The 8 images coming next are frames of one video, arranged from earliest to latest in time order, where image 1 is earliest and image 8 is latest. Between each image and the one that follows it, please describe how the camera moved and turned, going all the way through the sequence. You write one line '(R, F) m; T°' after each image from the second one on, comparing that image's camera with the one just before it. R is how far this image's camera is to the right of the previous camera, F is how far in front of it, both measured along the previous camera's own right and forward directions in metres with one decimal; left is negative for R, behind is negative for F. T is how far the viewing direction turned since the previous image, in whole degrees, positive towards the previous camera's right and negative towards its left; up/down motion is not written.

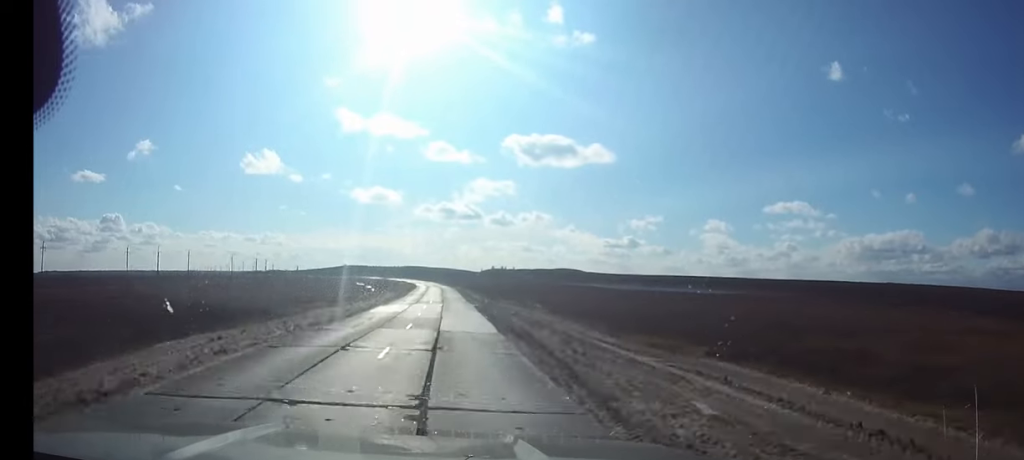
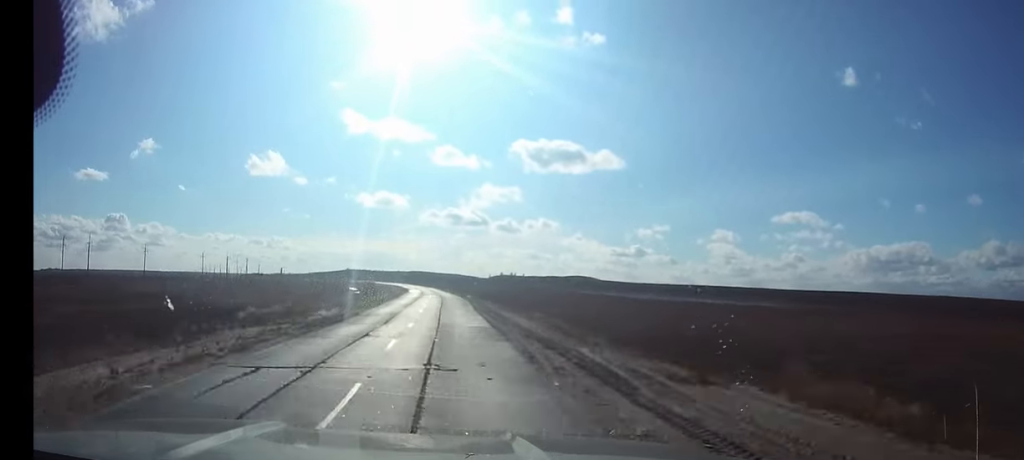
(-0.4, +38.6) m; -1°
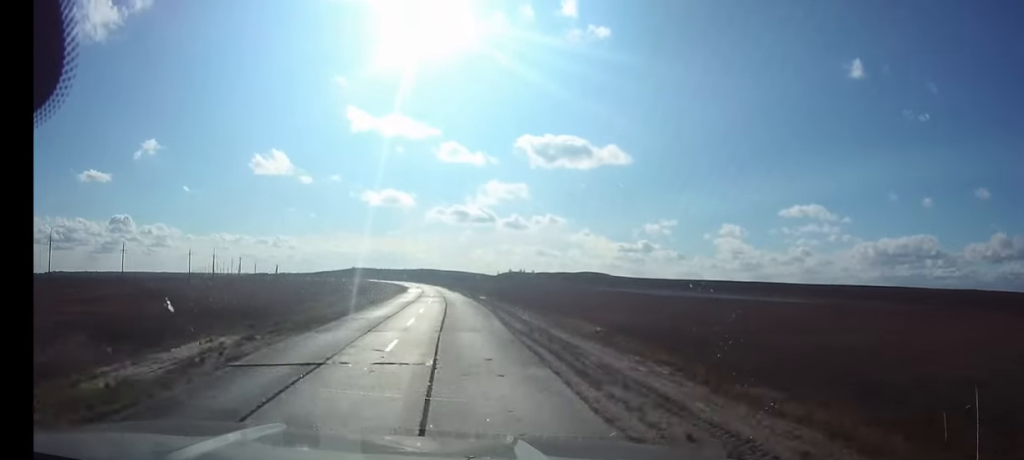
(0.0, +18.3) m; 0°
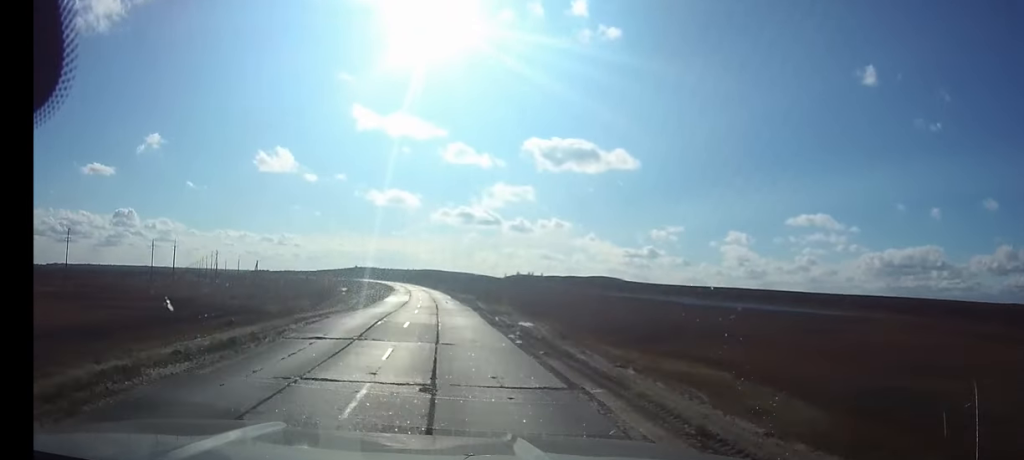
(-0.3, +33.5) m; -1°
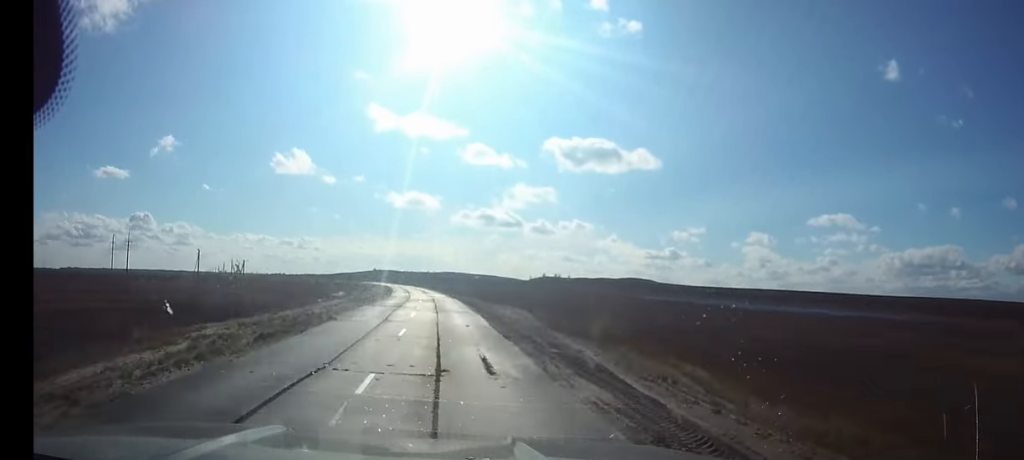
(-0.6, +36.0) m; -2°
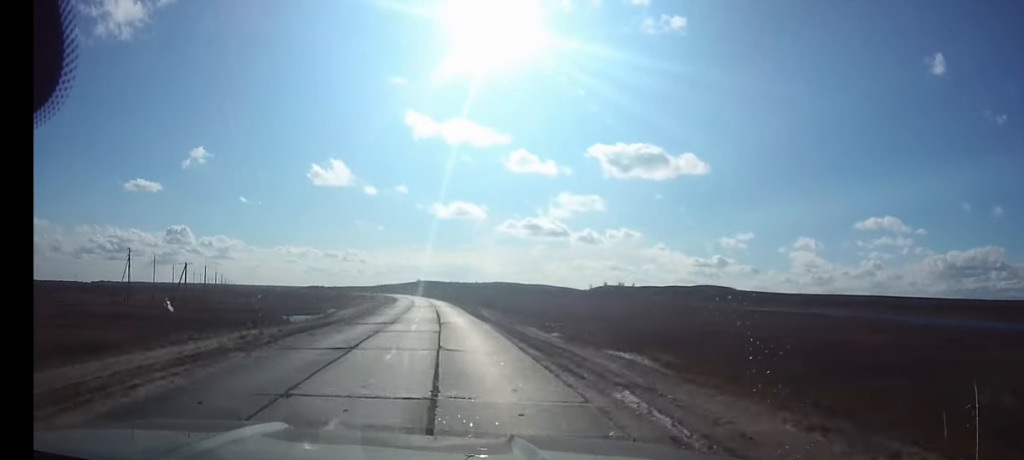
(-2.9, +68.5) m; -5°
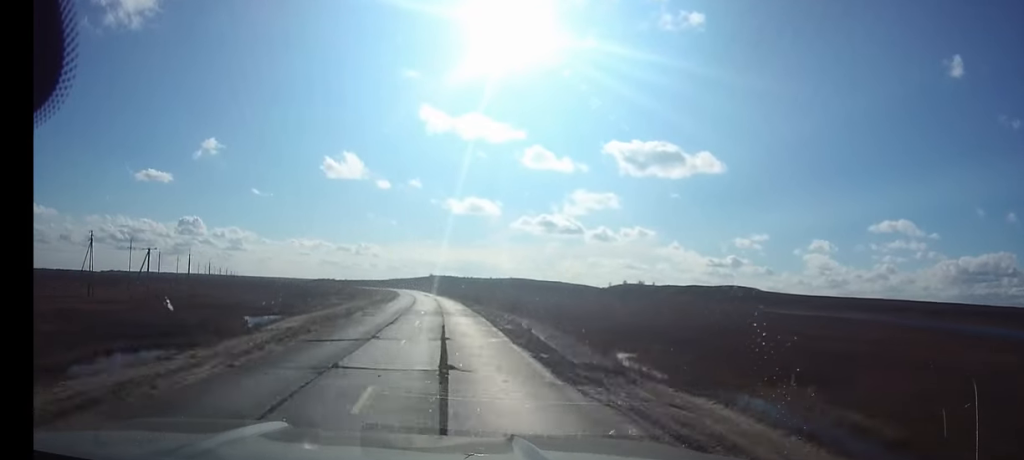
(-0.1, +21.3) m; -1°
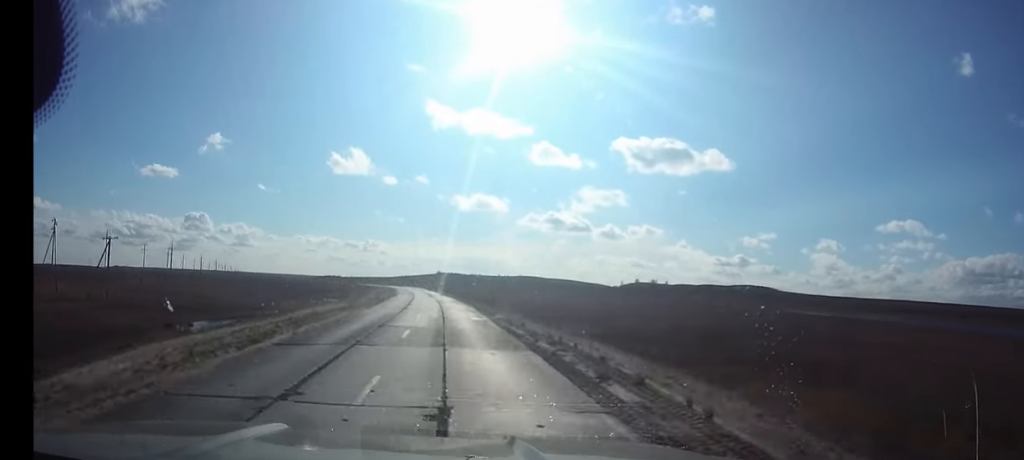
(-0.1, +15.9) m; -1°
